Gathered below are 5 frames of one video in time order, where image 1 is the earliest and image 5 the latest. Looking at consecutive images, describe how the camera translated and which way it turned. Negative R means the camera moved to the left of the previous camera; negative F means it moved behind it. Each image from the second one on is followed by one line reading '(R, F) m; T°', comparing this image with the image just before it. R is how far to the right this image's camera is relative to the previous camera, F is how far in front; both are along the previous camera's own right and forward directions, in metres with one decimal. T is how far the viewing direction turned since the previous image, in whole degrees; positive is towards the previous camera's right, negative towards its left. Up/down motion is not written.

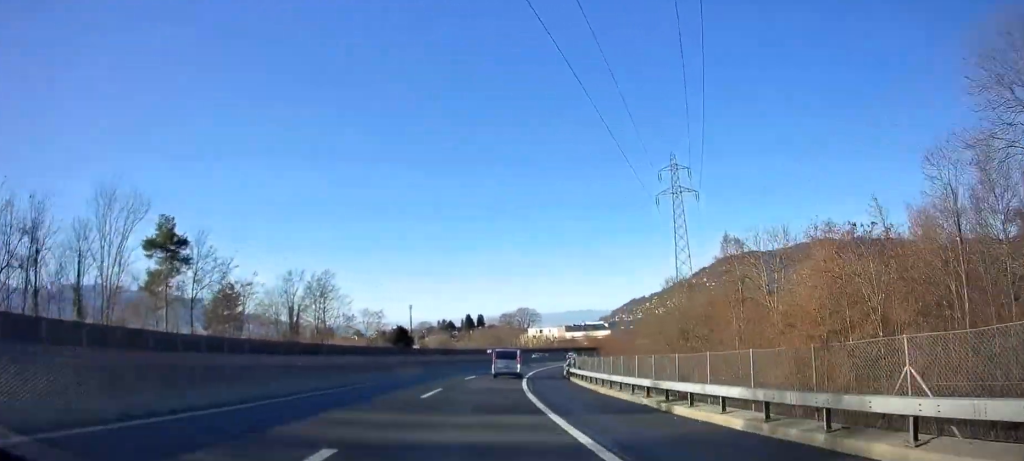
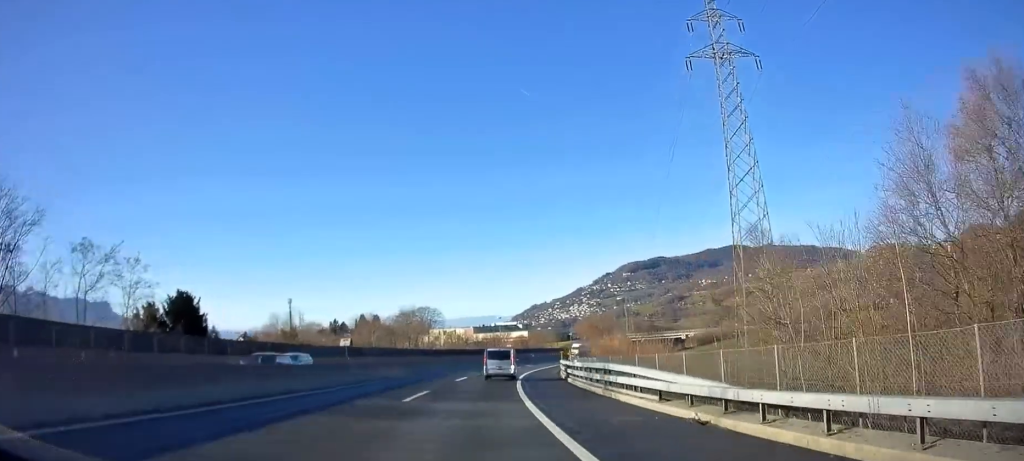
(+4.5, +54.9) m; +10°
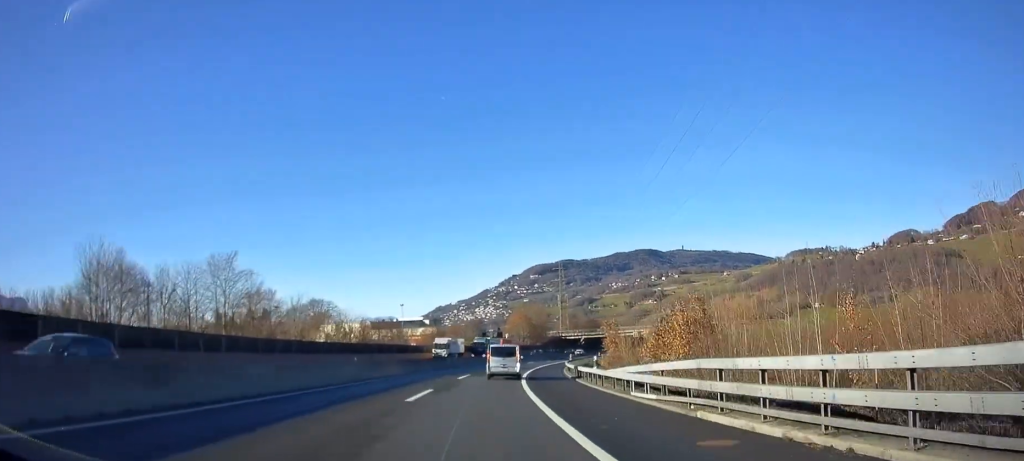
(+3.8, +54.1) m; +8°
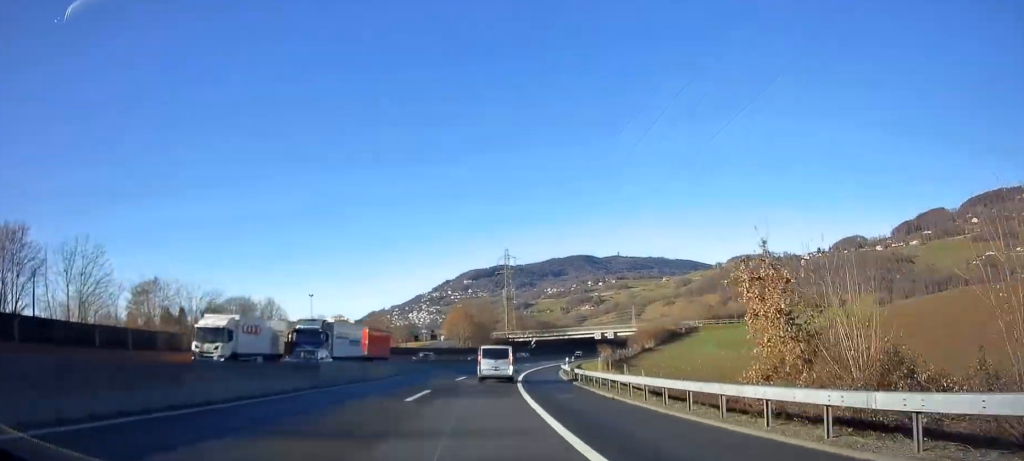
(+1.9, +34.7) m; +5°
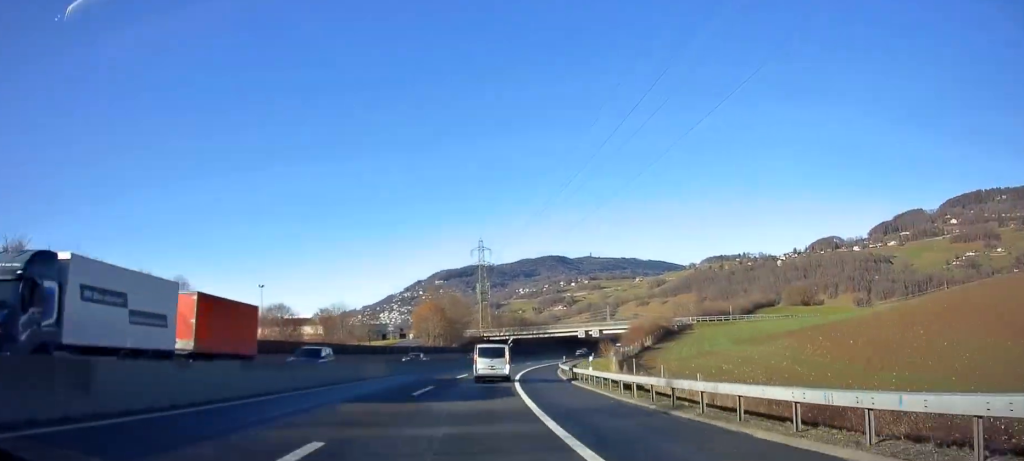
(+0.1, +15.3) m; +3°
